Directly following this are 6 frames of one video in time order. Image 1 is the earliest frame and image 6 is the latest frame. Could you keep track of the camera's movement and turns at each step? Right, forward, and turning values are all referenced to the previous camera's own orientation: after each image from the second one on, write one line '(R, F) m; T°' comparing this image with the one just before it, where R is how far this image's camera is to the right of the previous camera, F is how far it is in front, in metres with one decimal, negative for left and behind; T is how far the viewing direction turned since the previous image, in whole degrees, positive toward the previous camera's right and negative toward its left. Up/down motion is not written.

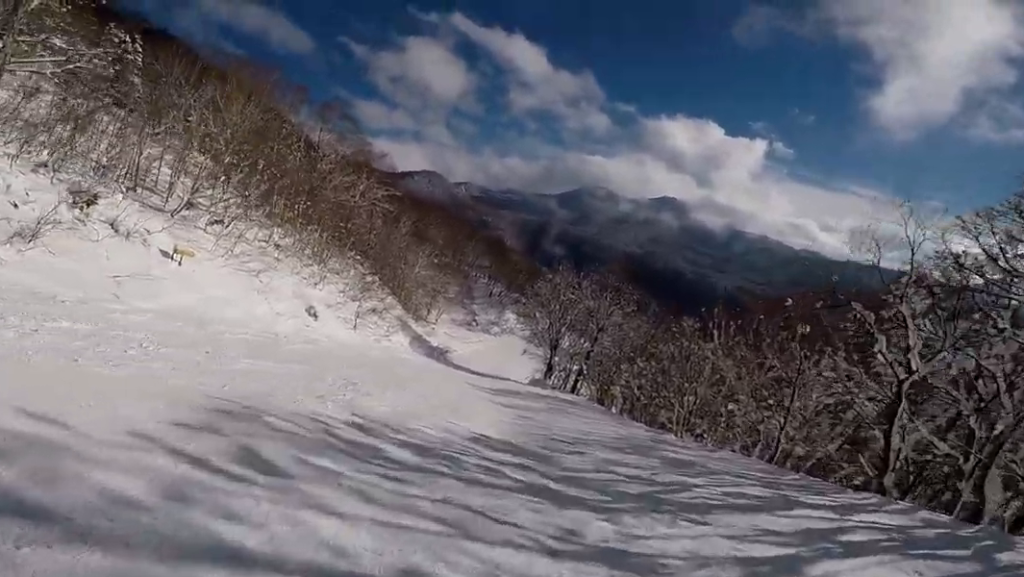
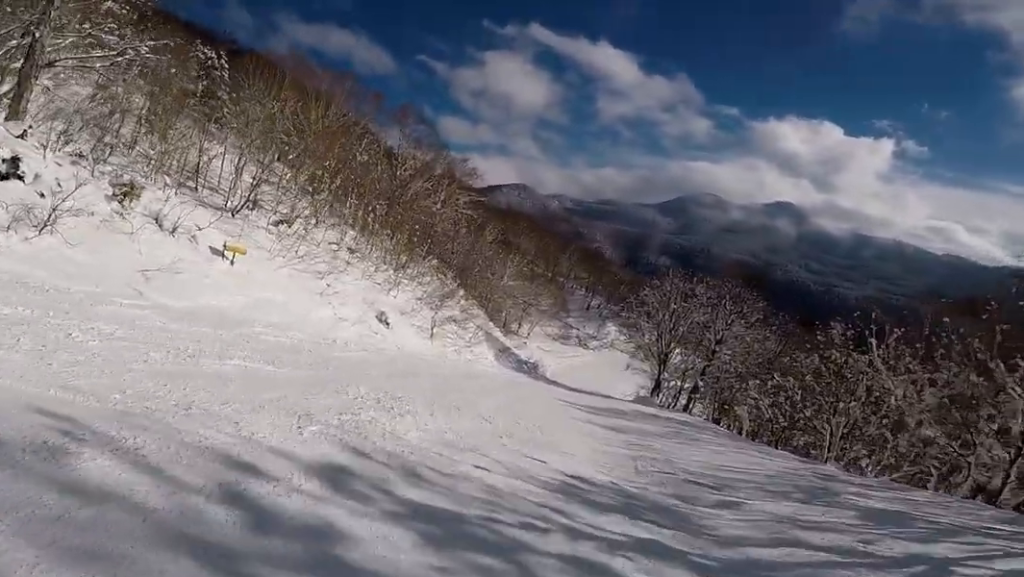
(-0.8, +2.2) m; -11°
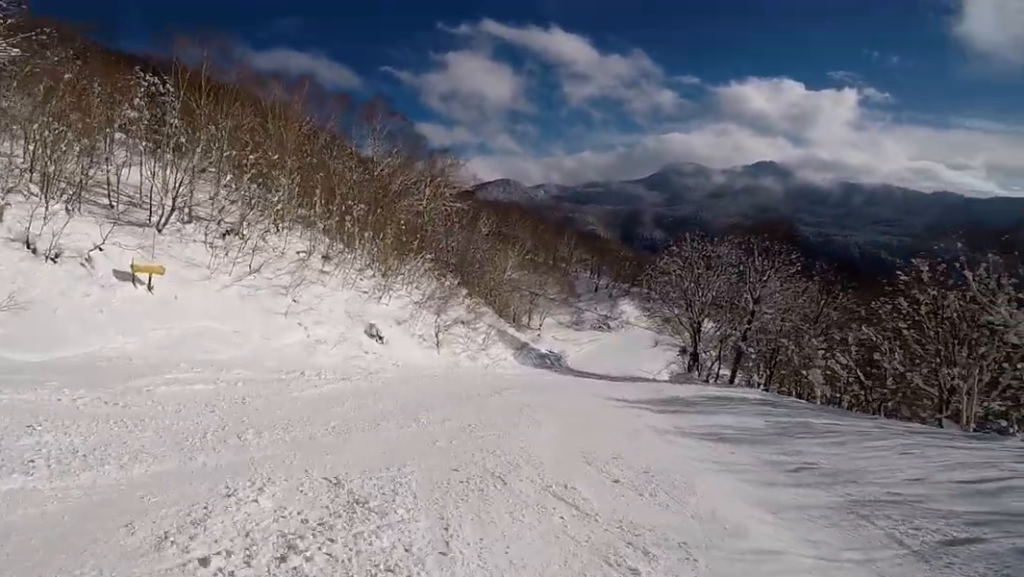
(-0.6, +4.8) m; -3°
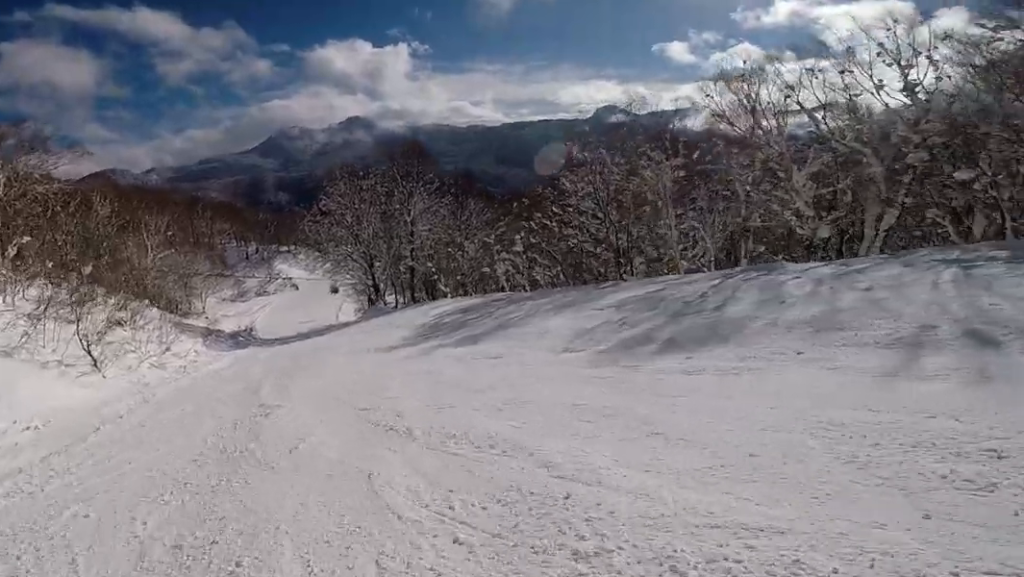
(+0.7, +7.8) m; +14°
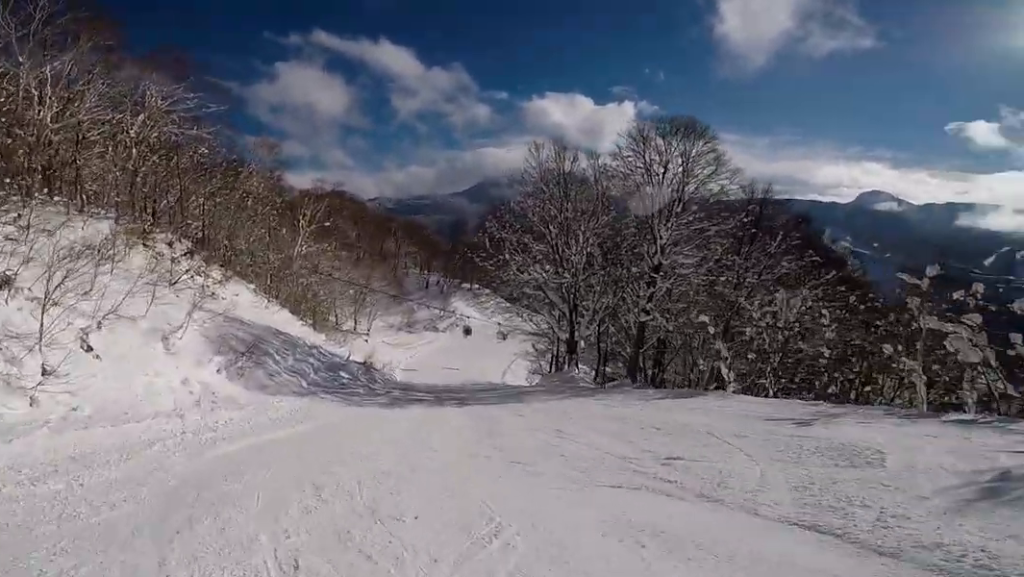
(+0.1, +17.1) m; -4°
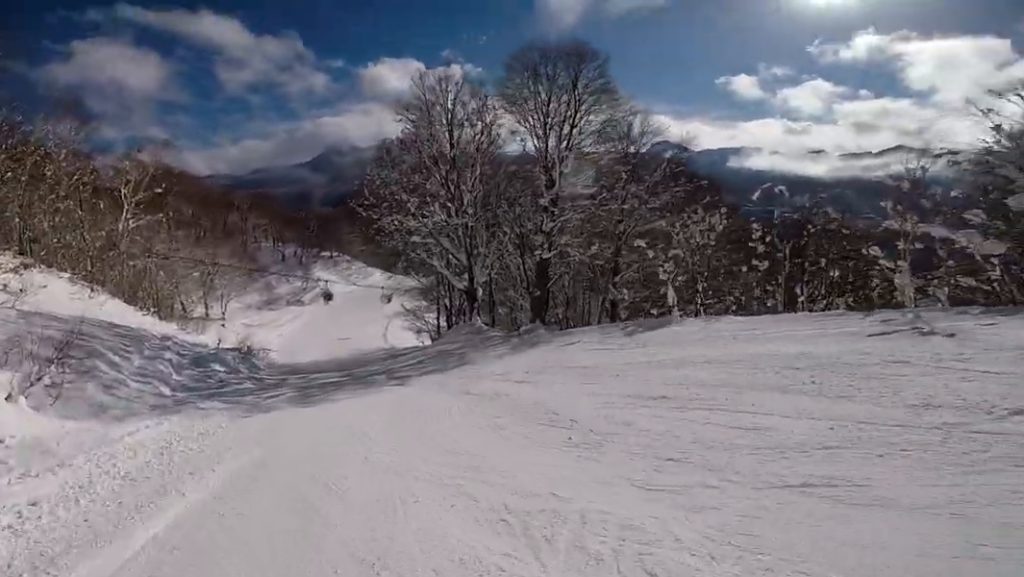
(+0.3, +5.0) m; +5°
